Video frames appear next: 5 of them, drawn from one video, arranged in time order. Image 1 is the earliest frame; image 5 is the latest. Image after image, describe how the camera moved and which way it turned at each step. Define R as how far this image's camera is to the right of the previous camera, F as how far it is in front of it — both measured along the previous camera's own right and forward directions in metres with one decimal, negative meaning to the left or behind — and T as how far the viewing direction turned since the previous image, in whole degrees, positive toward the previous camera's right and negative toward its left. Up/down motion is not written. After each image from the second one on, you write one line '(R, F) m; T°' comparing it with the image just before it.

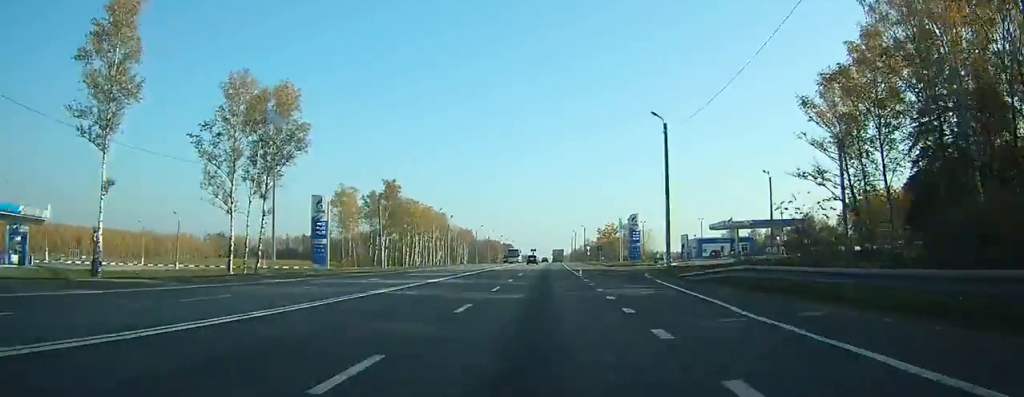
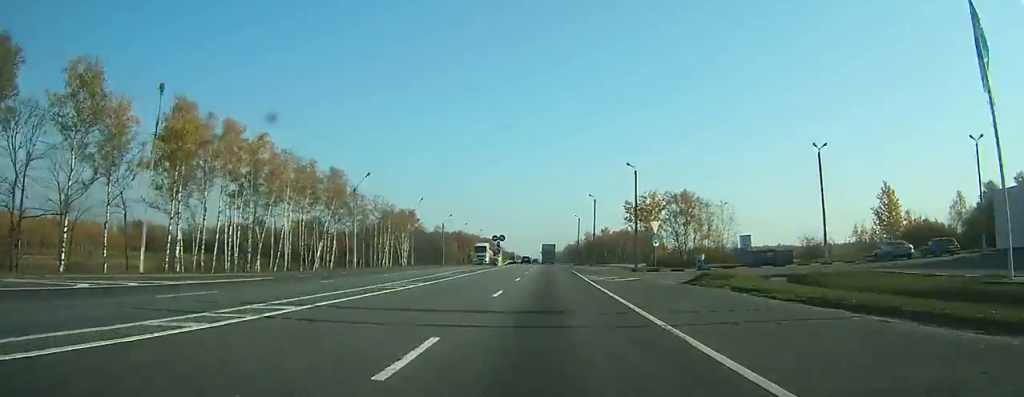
(+0.6, +97.3) m; +1°
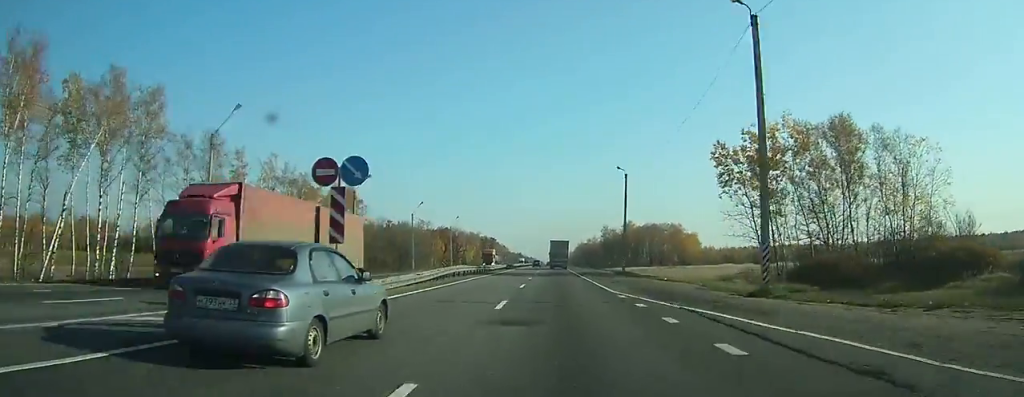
(-0.2, +62.3) m; -1°
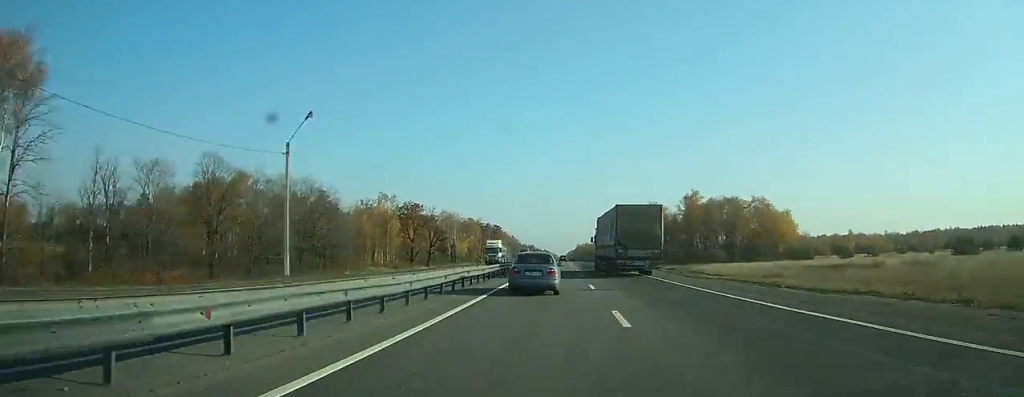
(-1.3, +86.8) m; -1°
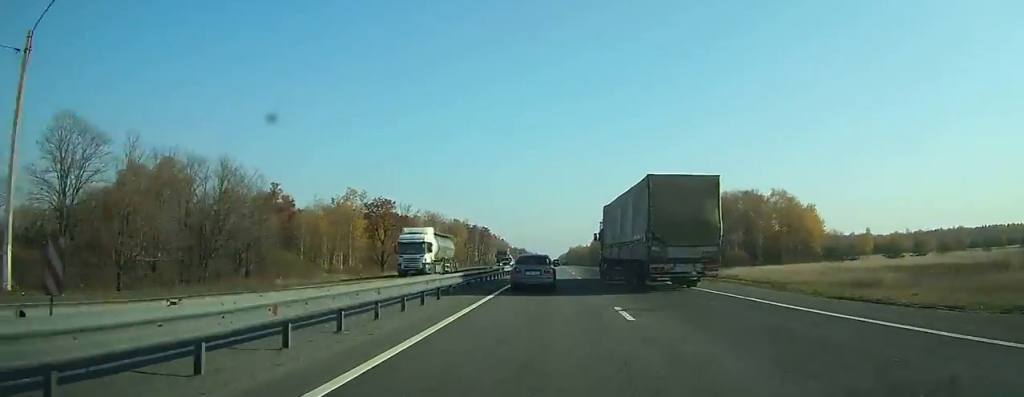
(0.0, +21.6) m; 0°
